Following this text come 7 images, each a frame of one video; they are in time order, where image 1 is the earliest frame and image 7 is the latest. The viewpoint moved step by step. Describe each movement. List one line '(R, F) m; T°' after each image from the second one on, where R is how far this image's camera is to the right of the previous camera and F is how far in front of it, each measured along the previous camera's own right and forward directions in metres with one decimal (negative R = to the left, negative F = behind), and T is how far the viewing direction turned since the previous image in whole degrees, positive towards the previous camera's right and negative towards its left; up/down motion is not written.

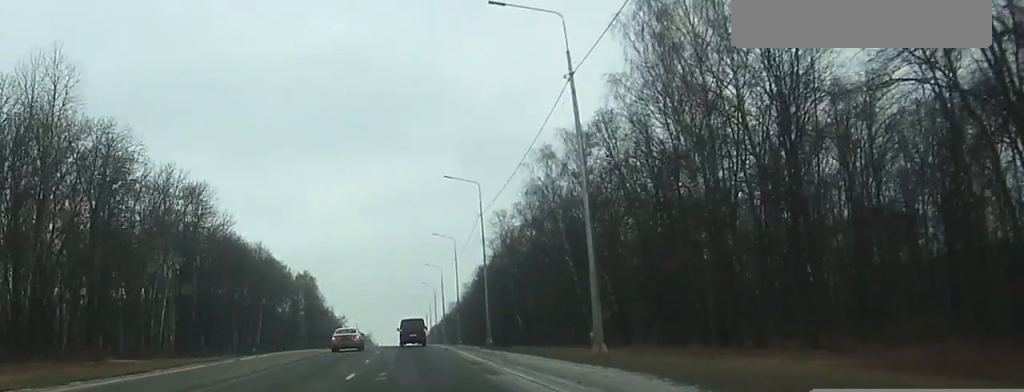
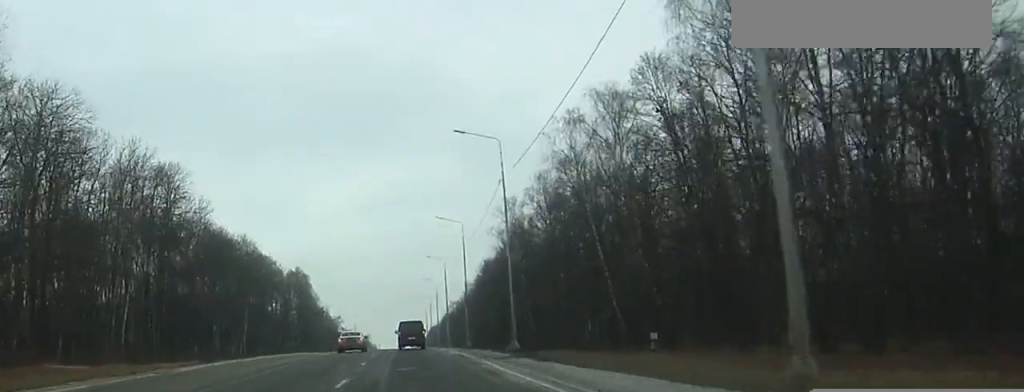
(+0.1, +14.9) m; 0°
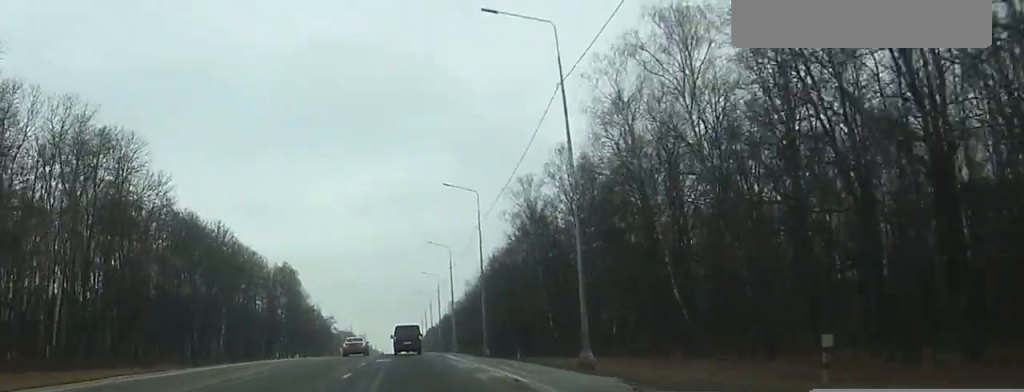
(+0.1, +19.1) m; -1°
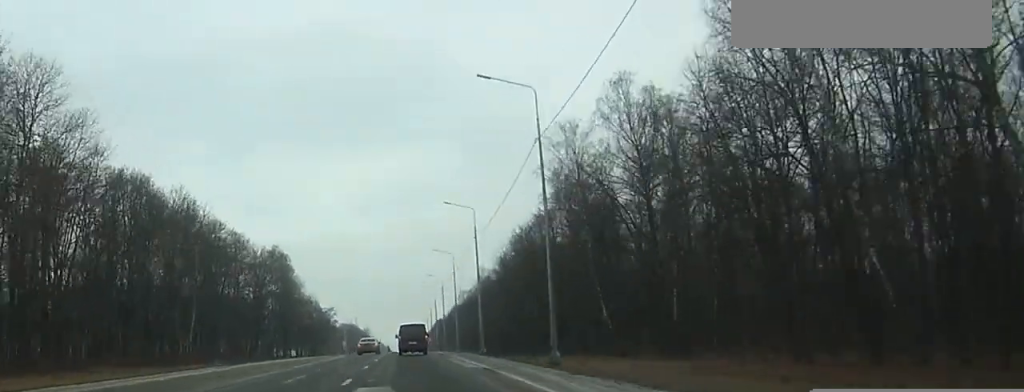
(-0.5, +26.2) m; 0°
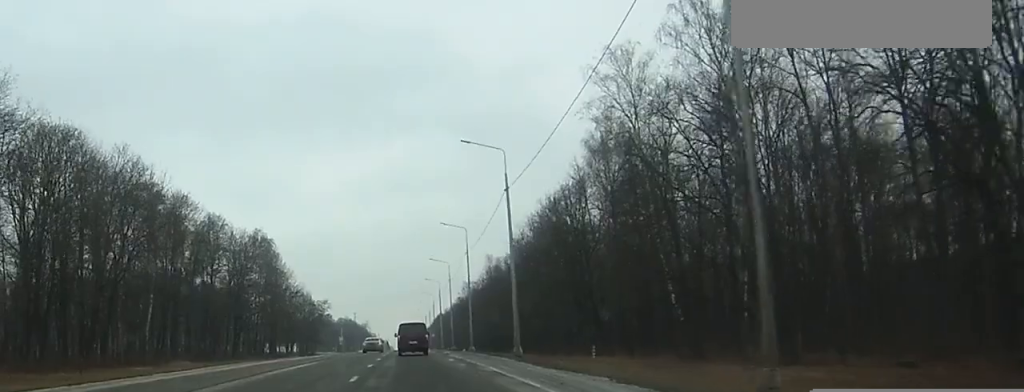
(+0.4, +21.9) m; +2°
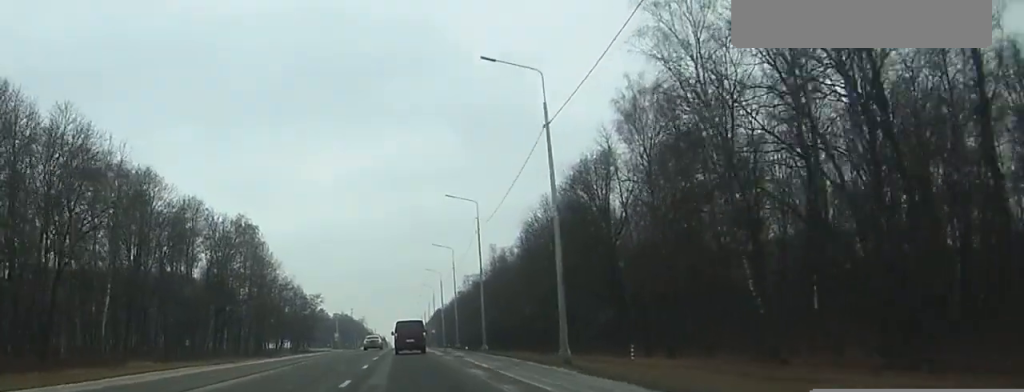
(+0.1, +14.8) m; 0°
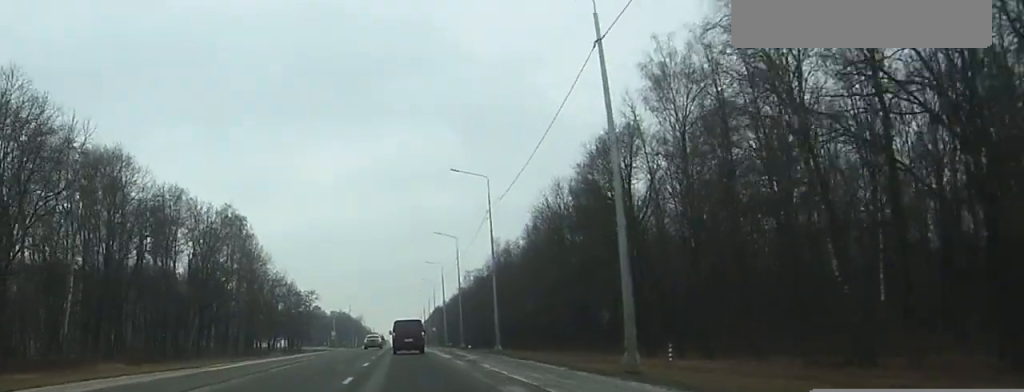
(0.0, +9.8) m; 0°
